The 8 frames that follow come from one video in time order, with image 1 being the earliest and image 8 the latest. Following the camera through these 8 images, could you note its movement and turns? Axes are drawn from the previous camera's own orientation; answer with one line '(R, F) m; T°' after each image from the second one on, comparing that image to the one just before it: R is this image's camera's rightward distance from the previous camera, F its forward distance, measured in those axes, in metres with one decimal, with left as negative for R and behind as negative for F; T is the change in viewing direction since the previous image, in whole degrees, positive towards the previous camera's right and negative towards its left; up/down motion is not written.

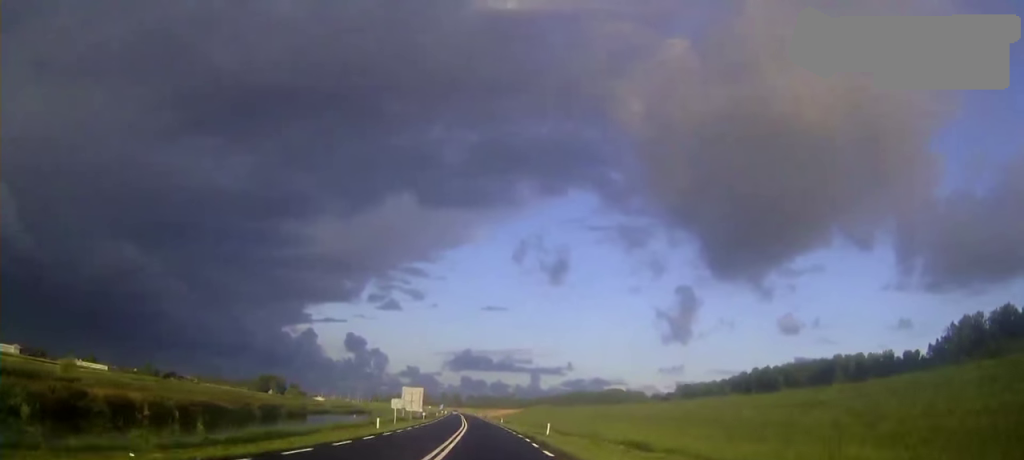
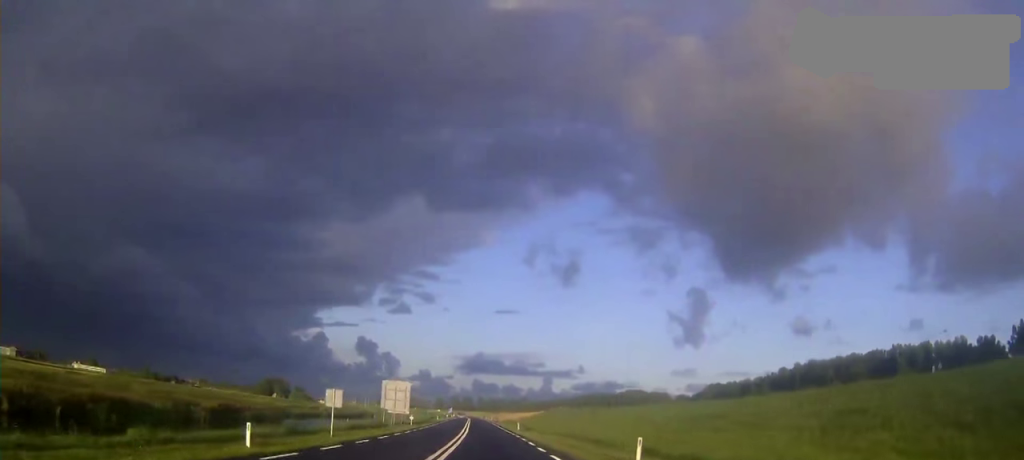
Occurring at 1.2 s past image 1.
(-0.1, +25.7) m; -1°
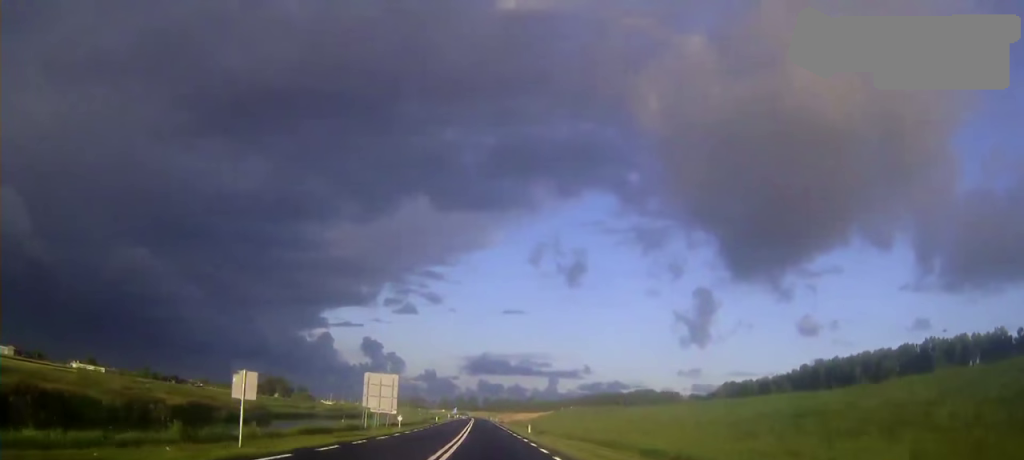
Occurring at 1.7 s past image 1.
(-0.1, +12.3) m; 0°
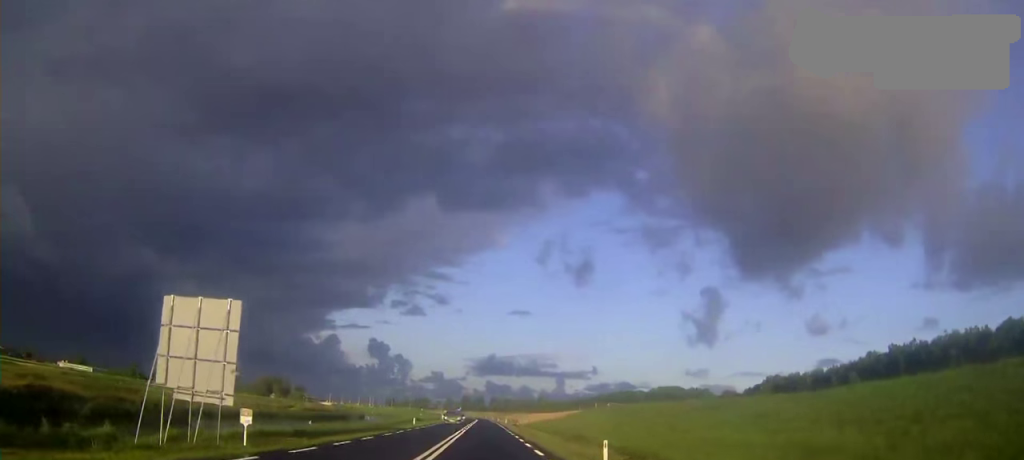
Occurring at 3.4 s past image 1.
(-0.3, +37.9) m; -1°
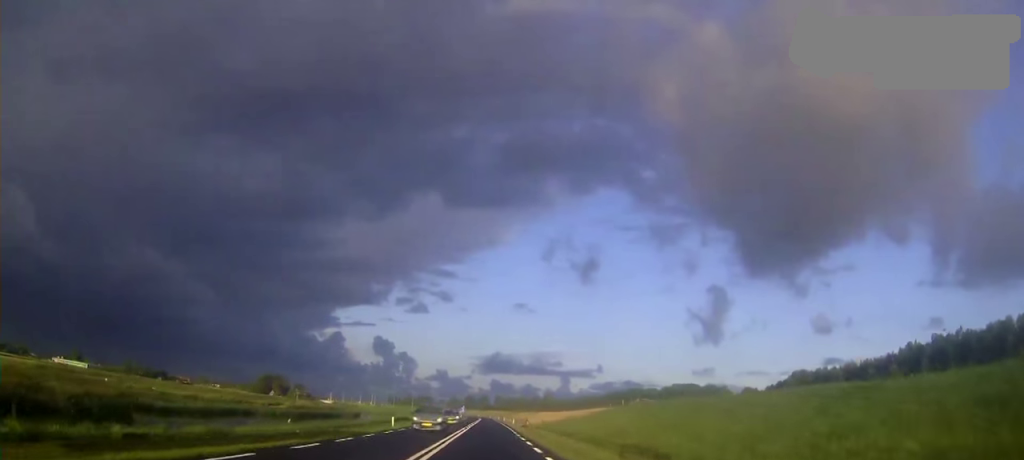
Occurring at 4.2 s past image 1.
(0.0, +17.7) m; 0°
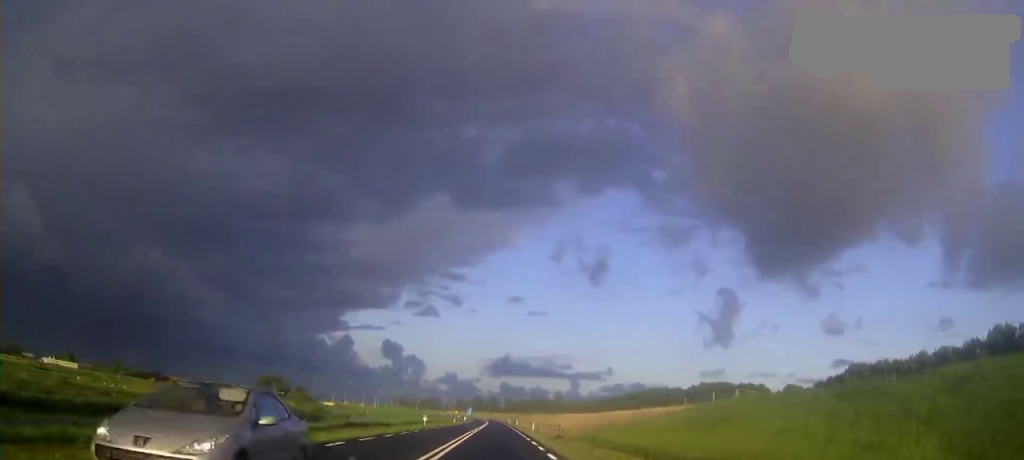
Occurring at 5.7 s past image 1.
(-0.3, +31.6) m; -1°
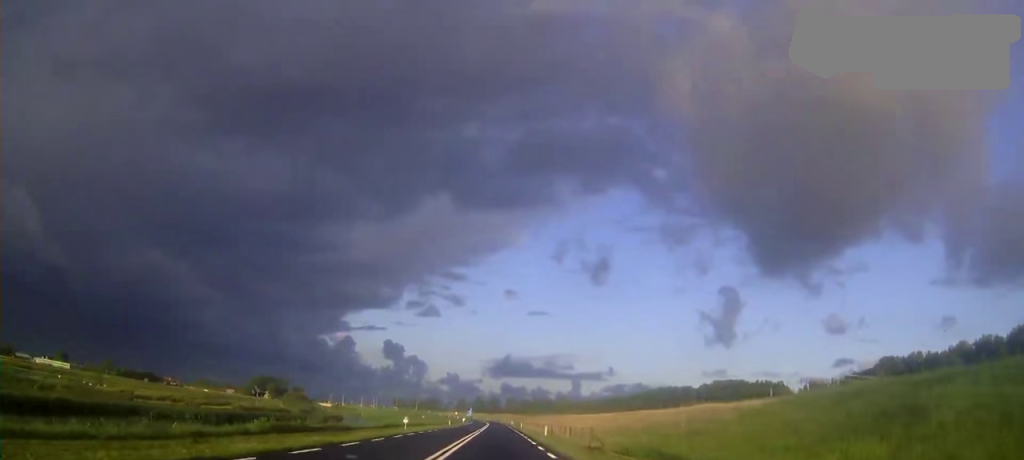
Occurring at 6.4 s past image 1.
(-0.1, +16.6) m; 0°
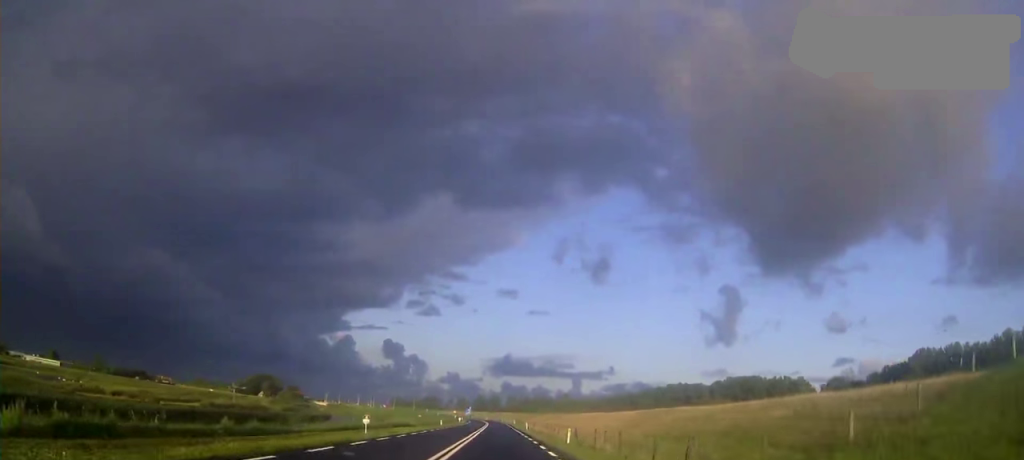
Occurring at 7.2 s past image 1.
(0.0, +16.6) m; 0°
